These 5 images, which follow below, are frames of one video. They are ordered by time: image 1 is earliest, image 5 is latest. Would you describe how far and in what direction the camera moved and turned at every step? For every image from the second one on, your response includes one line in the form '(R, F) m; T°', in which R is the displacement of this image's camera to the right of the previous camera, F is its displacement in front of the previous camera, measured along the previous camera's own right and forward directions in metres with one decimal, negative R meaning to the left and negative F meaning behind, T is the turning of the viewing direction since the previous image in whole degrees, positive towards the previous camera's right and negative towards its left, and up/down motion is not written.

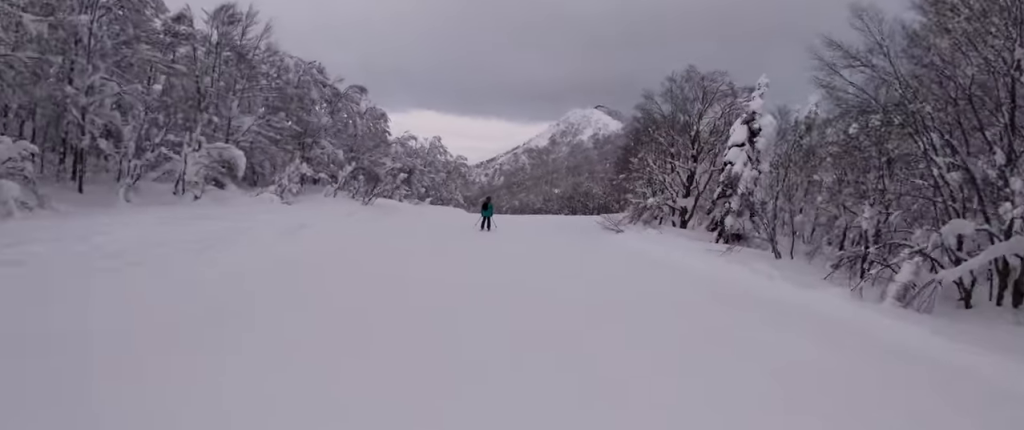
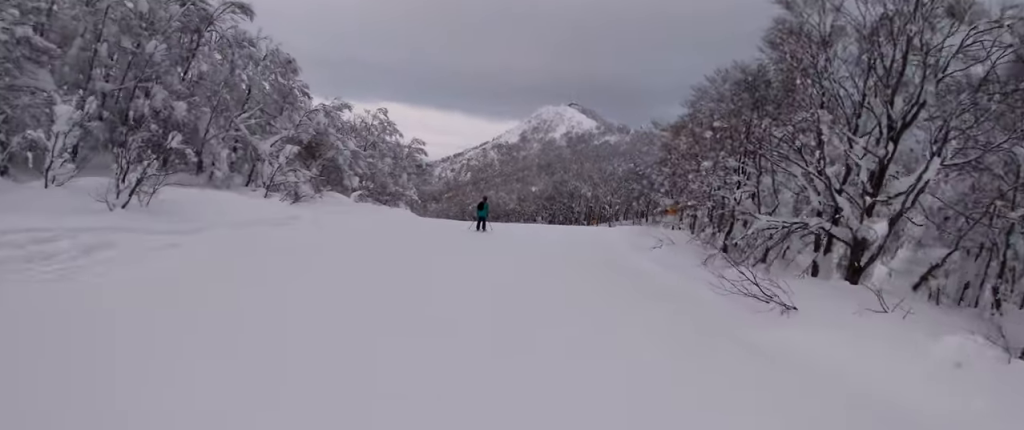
(+1.3, +19.2) m; +2°
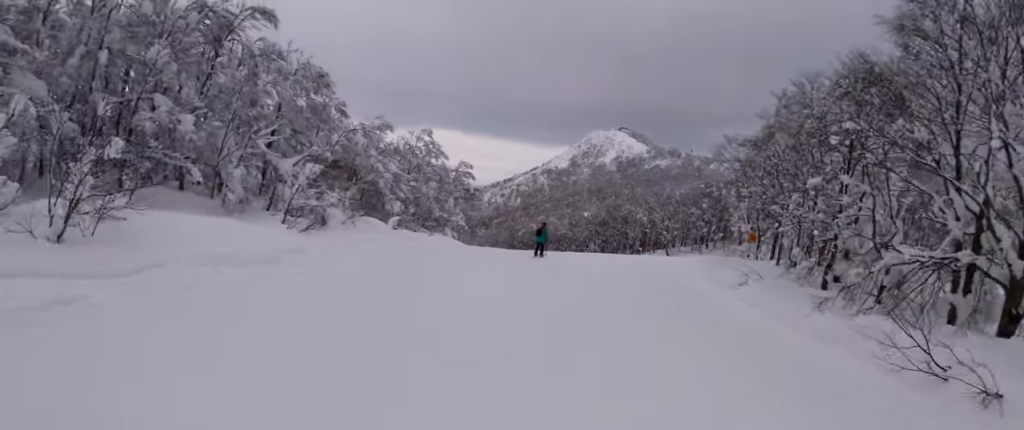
(+0.1, +3.9) m; +2°
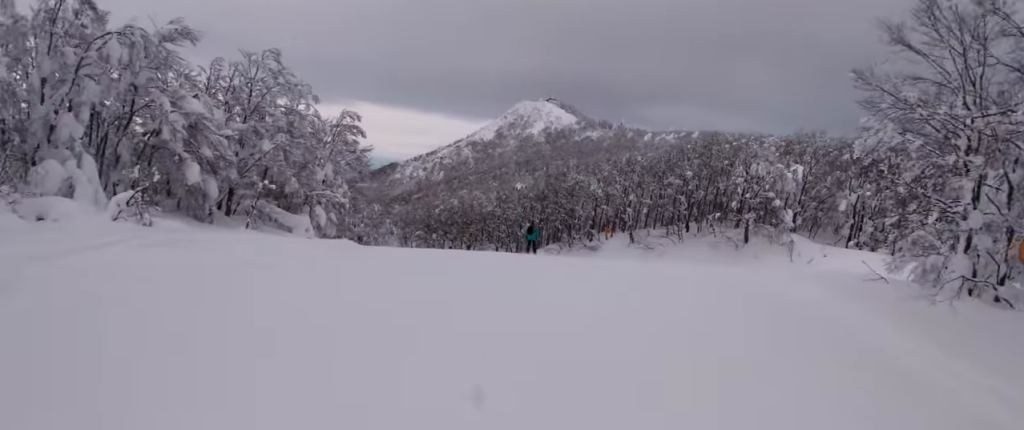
(+1.9, +19.3) m; +10°
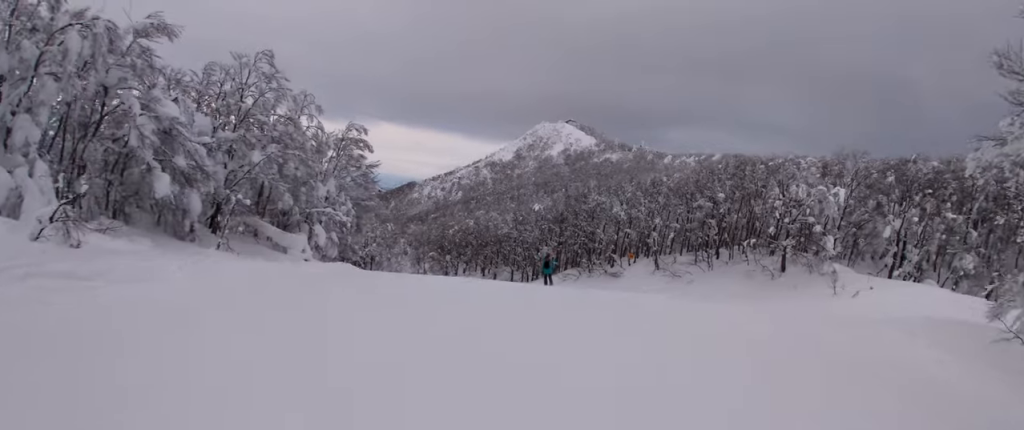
(+0.7, +3.8) m; -5°
